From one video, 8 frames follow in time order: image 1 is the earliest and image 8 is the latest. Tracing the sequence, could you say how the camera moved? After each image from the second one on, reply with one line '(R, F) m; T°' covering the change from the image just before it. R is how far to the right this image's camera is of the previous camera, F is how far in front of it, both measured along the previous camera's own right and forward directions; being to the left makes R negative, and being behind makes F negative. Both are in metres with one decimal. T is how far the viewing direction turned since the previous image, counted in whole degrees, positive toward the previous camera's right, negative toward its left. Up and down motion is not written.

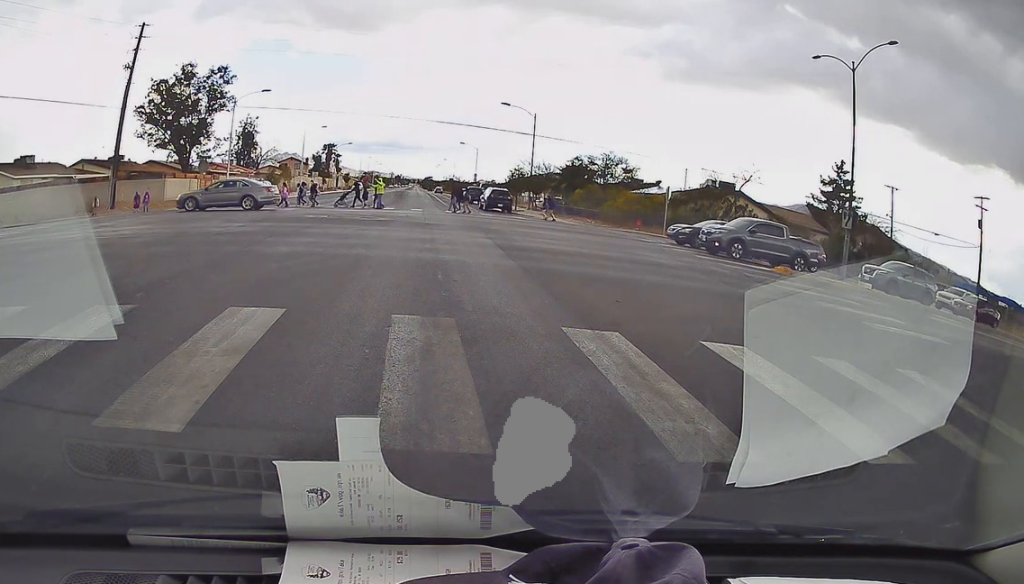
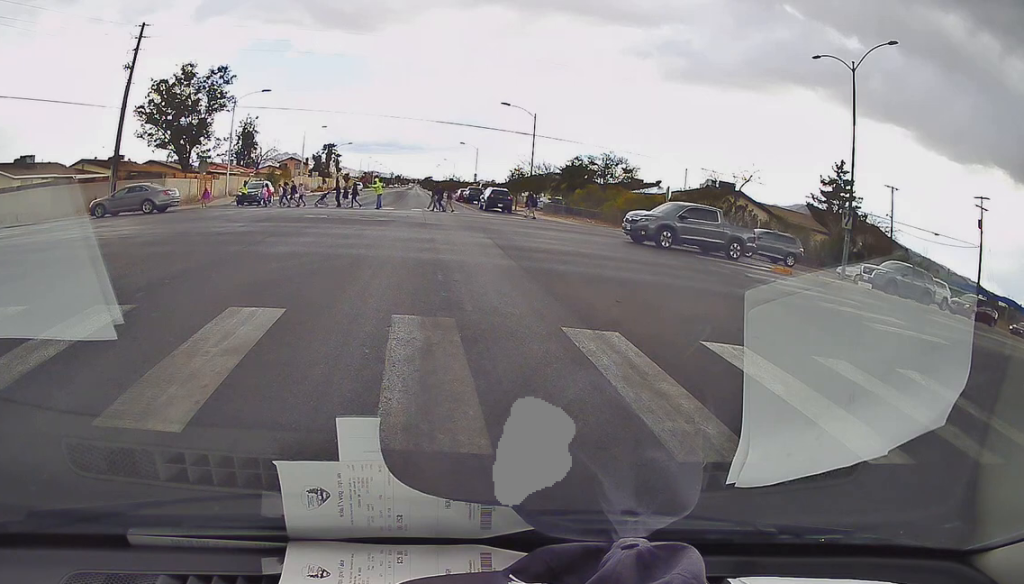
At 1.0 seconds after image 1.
(0.0, 0.0) m; 0°
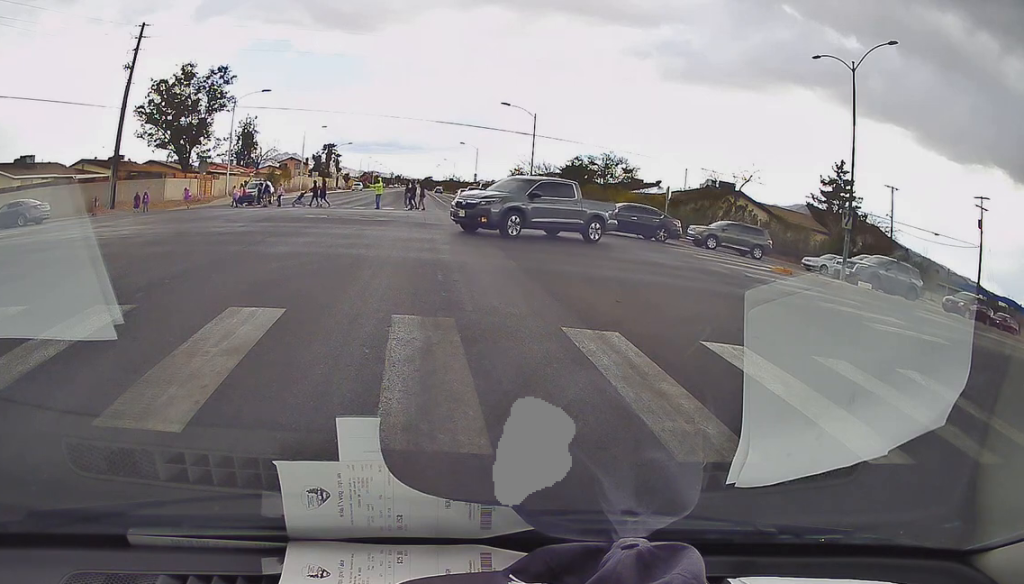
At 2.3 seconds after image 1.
(0.0, 0.0) m; 0°
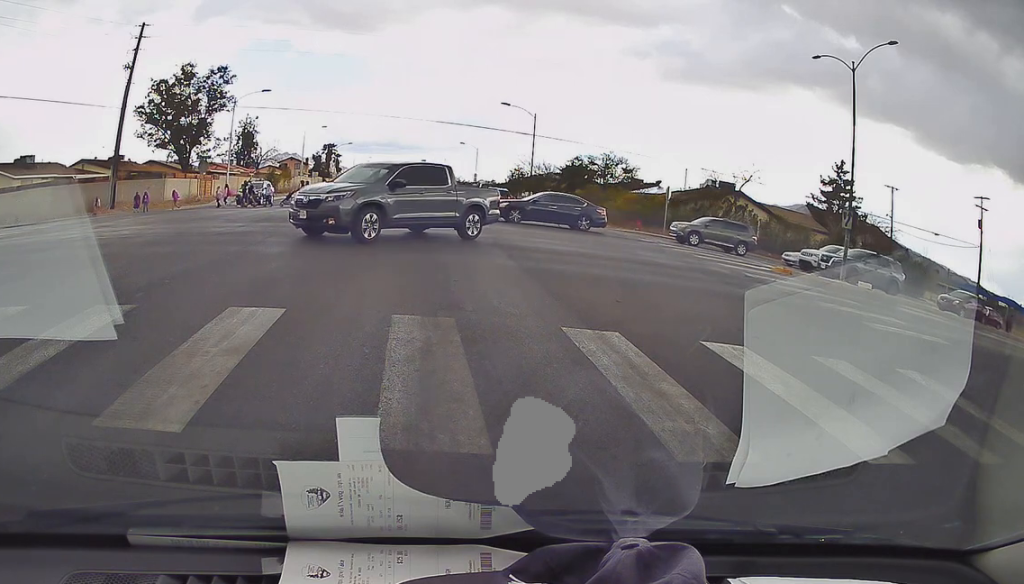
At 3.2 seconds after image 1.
(0.0, 0.0) m; 0°
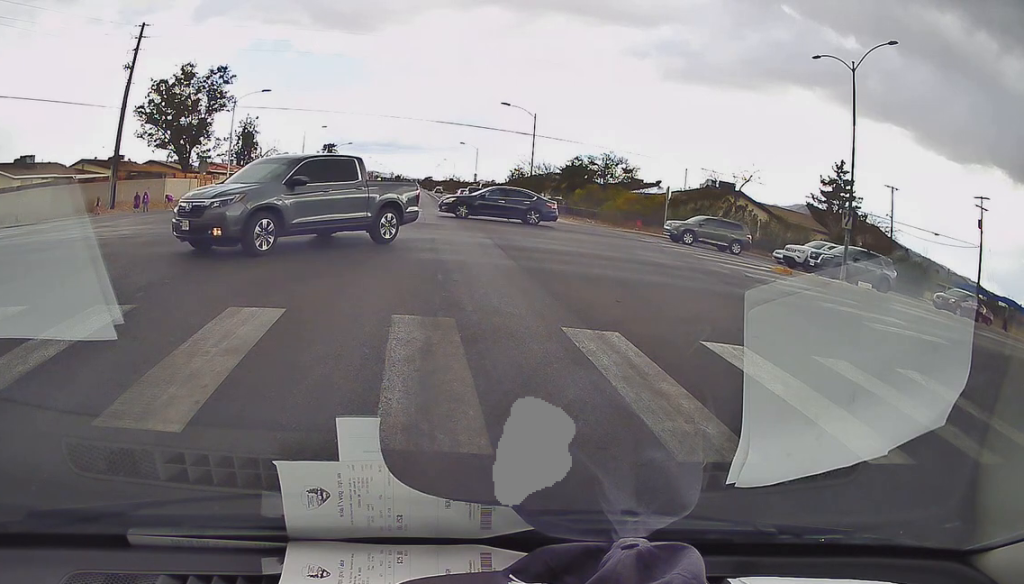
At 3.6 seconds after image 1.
(0.0, 0.0) m; 0°
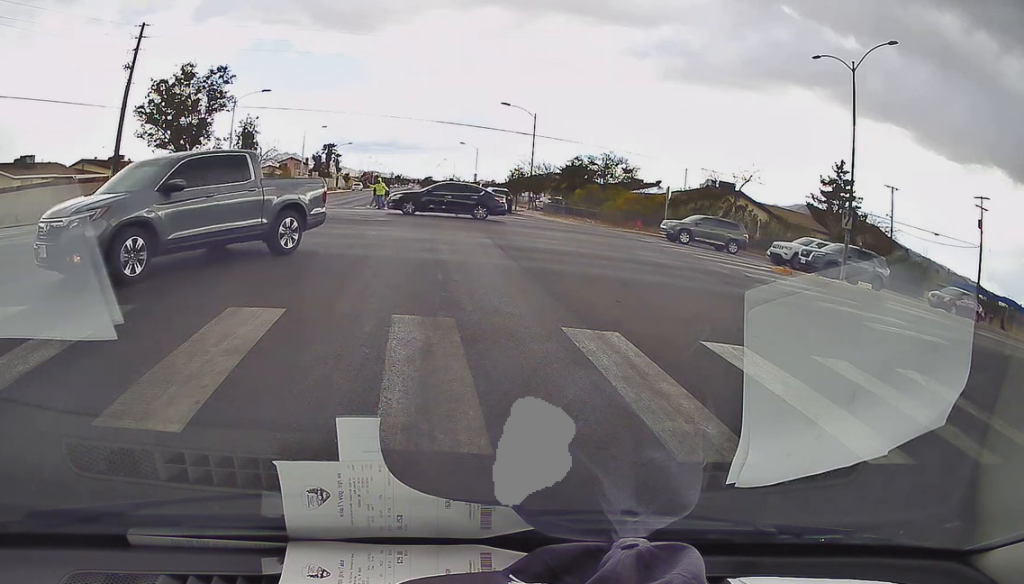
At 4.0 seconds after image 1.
(0.0, 0.0) m; 0°
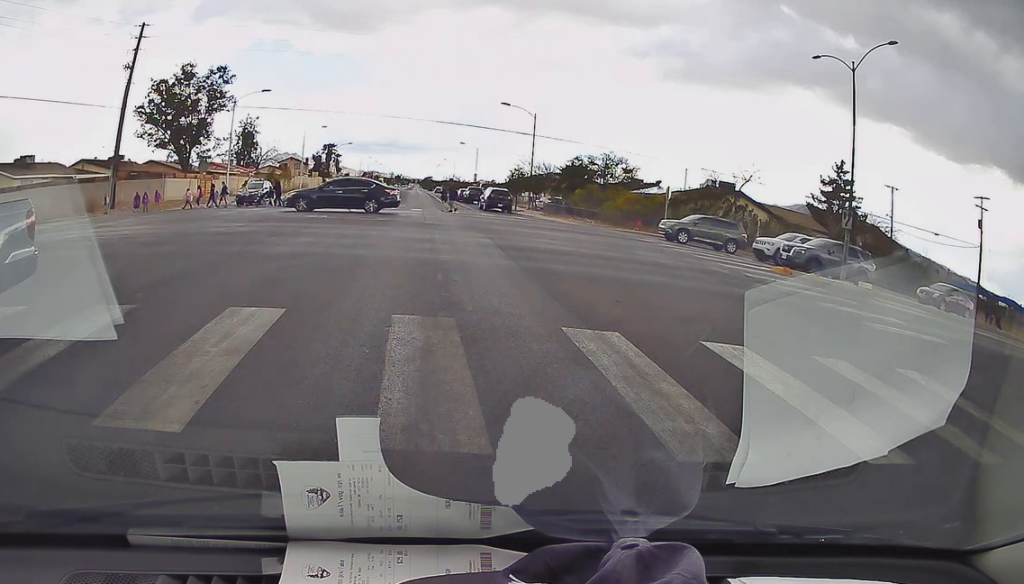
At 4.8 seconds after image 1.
(0.0, 0.0) m; 0°
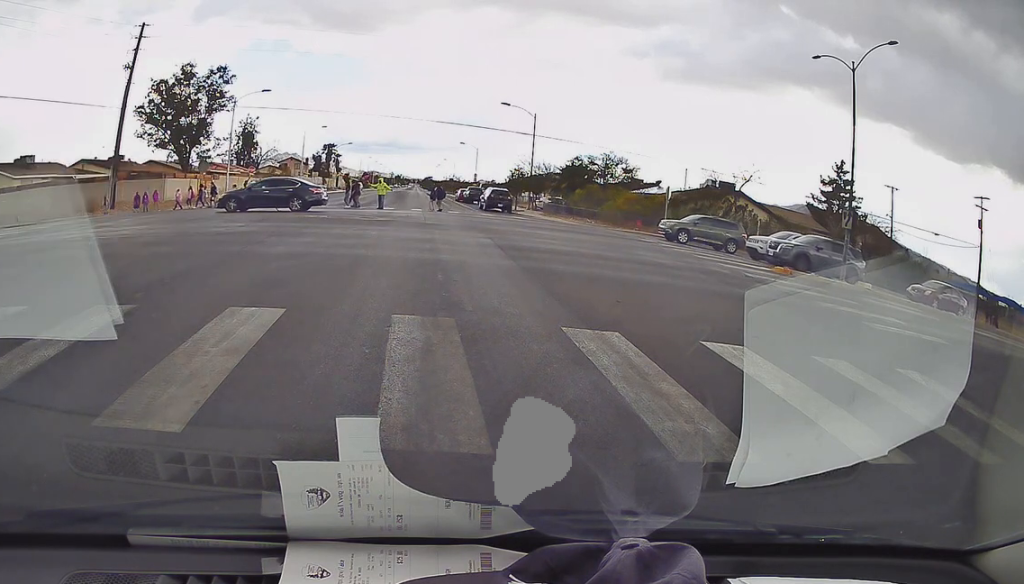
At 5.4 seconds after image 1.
(0.0, 0.0) m; 0°
